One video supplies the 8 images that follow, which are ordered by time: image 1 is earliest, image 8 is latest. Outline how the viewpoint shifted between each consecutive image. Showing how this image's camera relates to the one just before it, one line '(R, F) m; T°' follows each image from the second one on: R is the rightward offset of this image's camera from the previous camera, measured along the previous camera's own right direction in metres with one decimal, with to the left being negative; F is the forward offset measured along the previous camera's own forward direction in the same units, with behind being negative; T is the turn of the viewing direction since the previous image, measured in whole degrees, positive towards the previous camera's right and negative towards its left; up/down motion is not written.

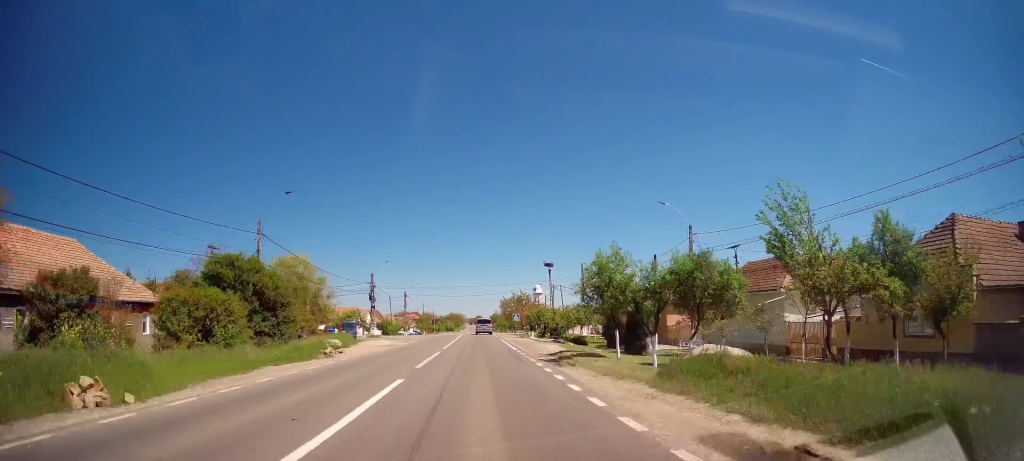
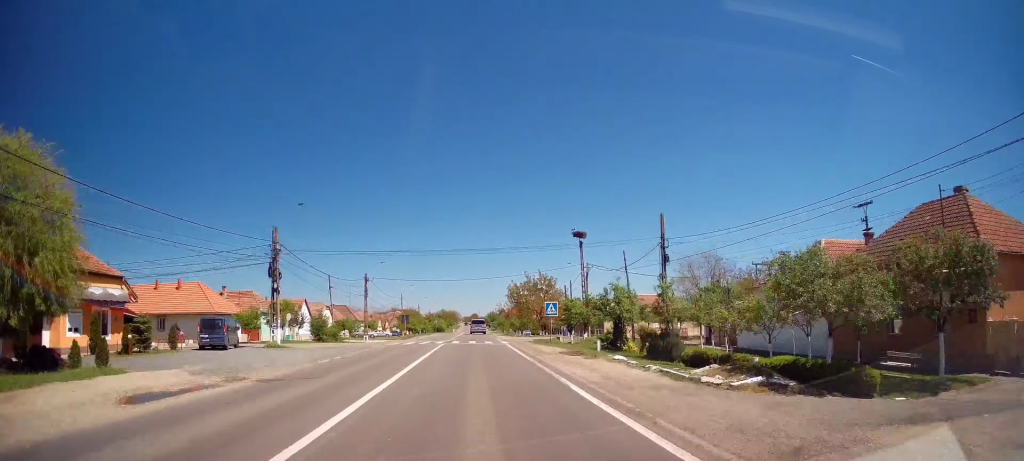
(0.0, +32.5) m; -1°
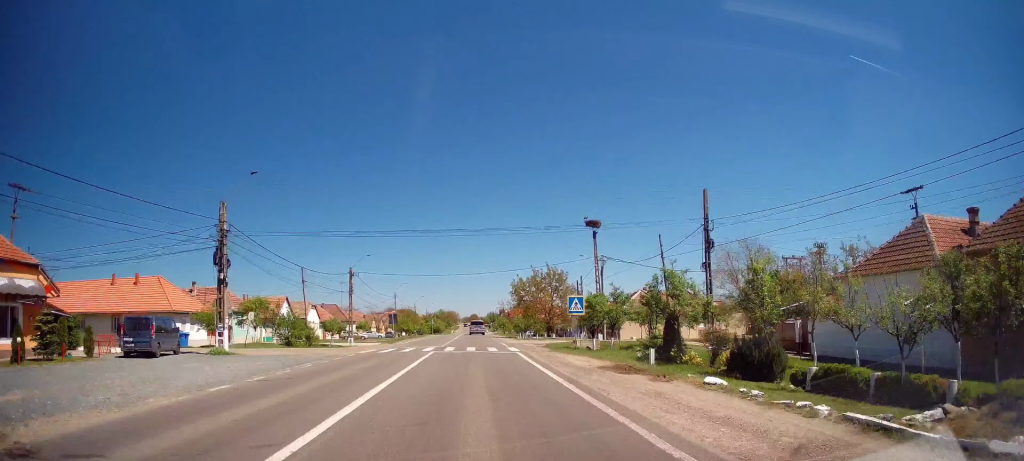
(-0.1, +8.0) m; 0°
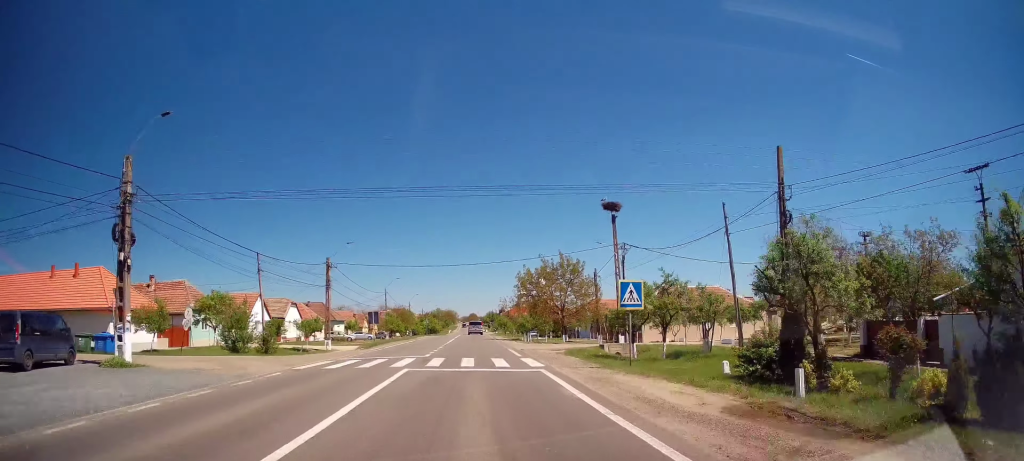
(+0.2, +9.1) m; 0°
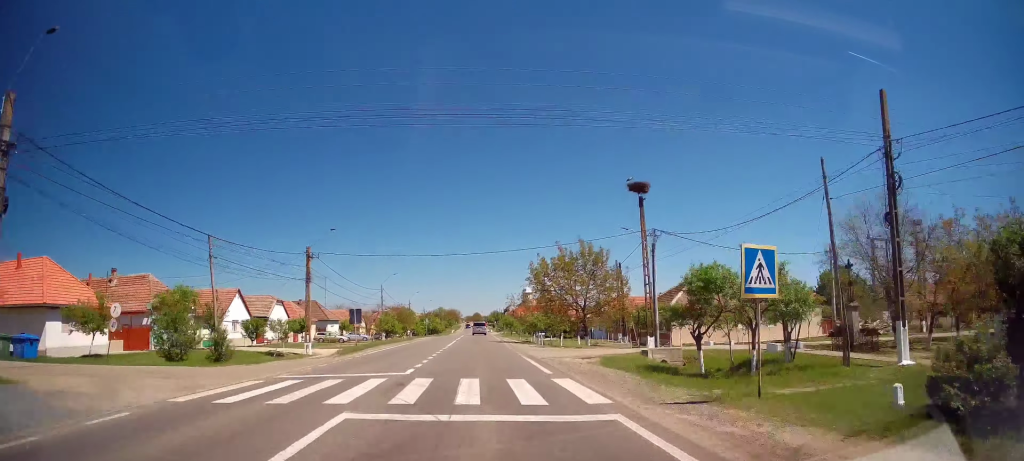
(-0.1, +7.4) m; 0°
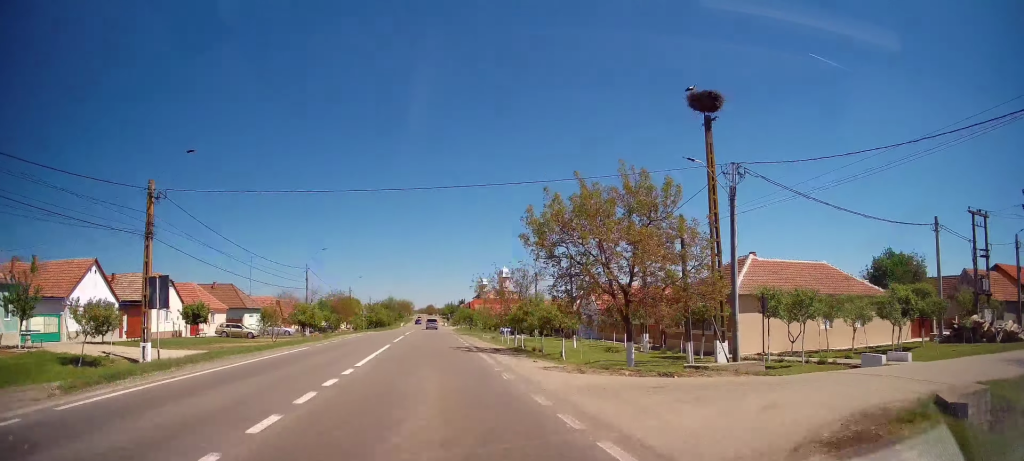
(+0.3, +19.3) m; +6°
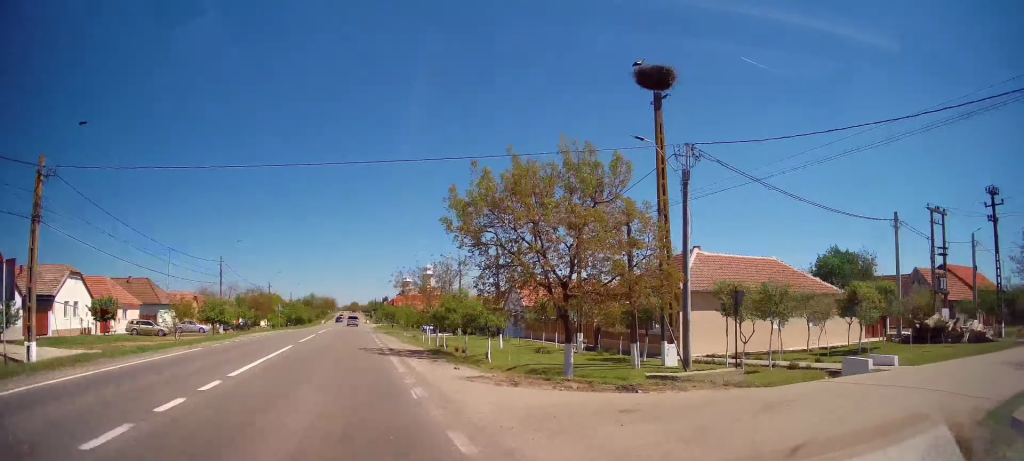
(+0.1, +3.5) m; +5°
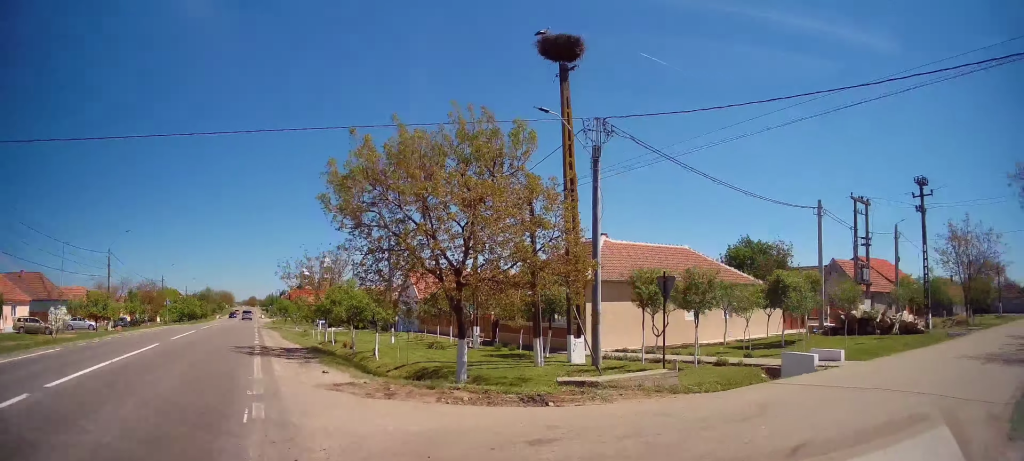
(-0.1, +3.3) m; +6°
